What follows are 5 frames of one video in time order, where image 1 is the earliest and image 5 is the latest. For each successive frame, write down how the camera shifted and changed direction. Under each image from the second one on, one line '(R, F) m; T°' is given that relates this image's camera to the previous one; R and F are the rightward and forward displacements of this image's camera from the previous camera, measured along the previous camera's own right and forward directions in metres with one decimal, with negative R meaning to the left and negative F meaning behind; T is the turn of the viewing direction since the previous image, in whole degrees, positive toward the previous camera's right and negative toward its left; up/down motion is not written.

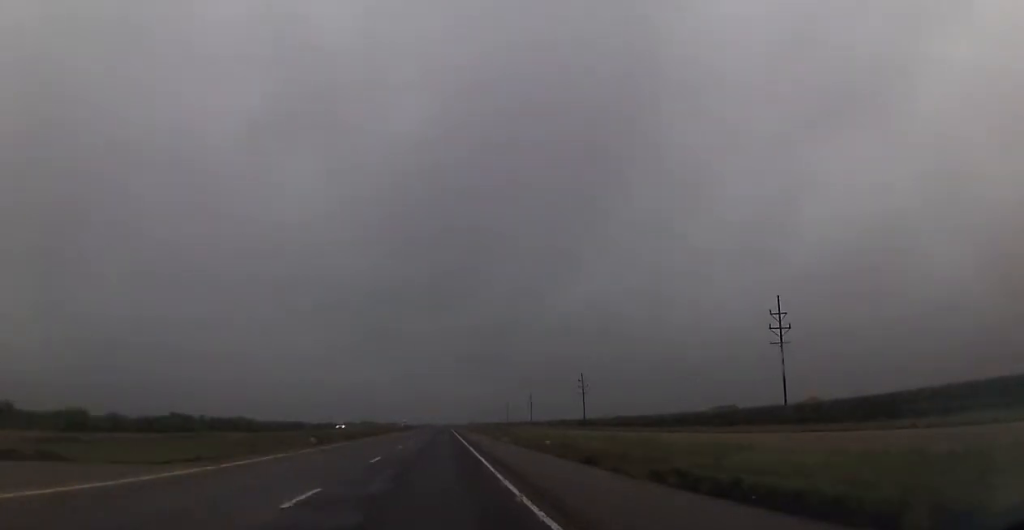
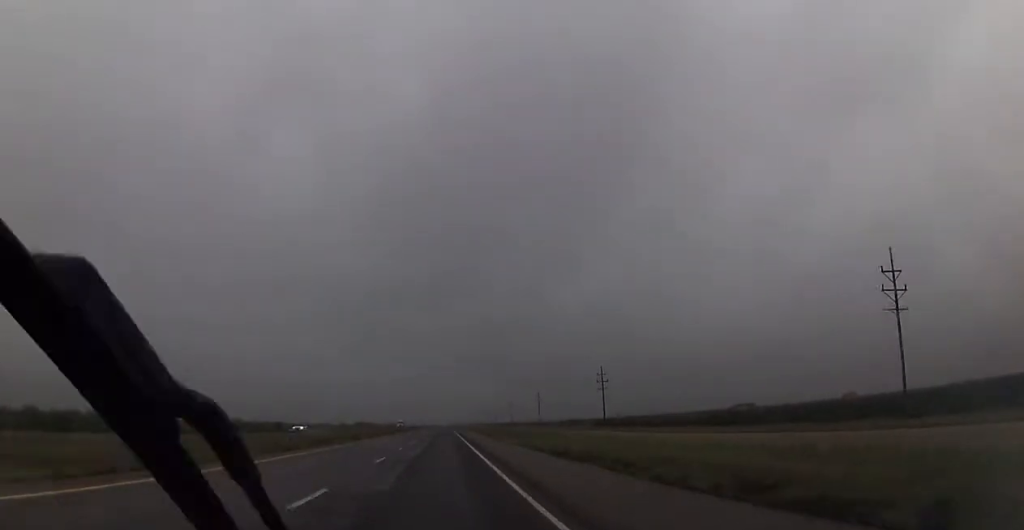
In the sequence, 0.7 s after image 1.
(-0.4, +24.2) m; 0°
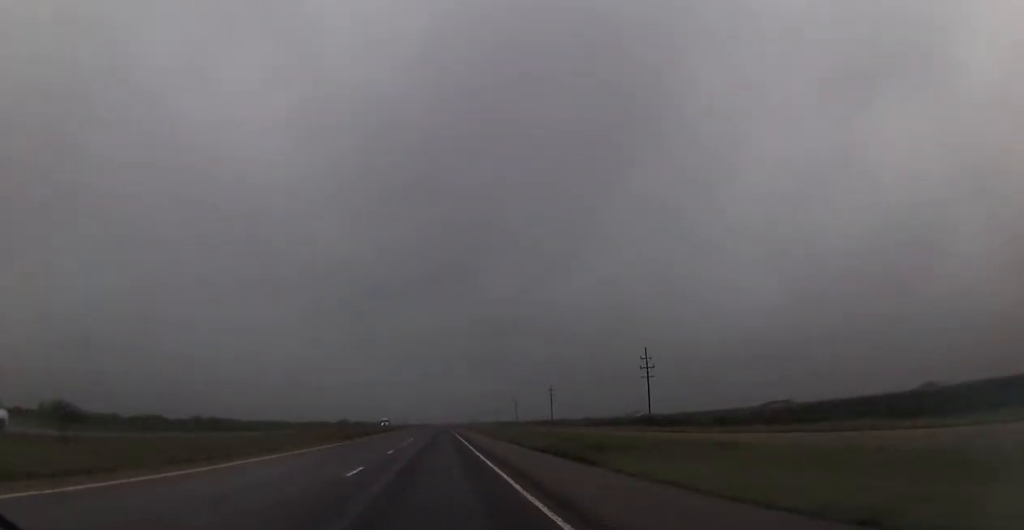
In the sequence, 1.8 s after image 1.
(+0.6, +42.4) m; +1°
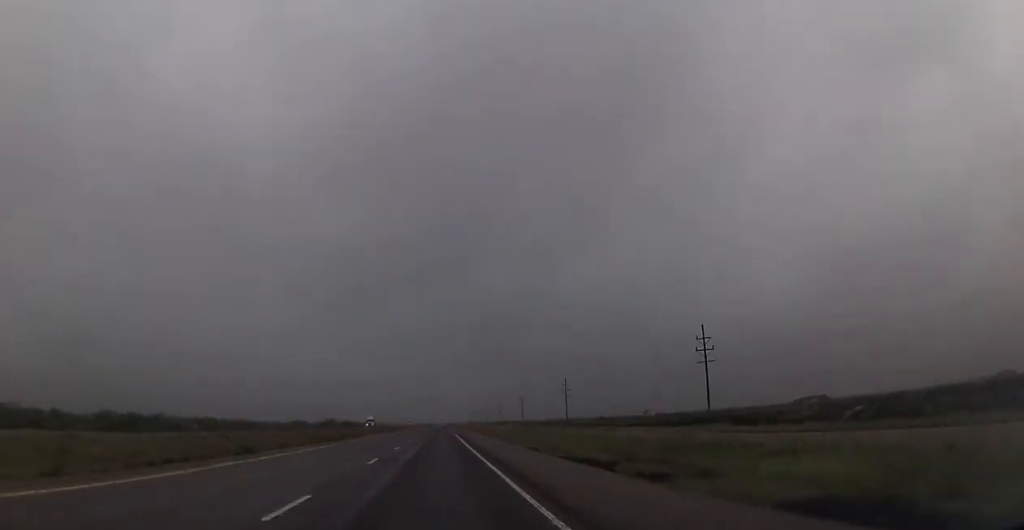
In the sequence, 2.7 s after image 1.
(+0.2, +31.6) m; -1°
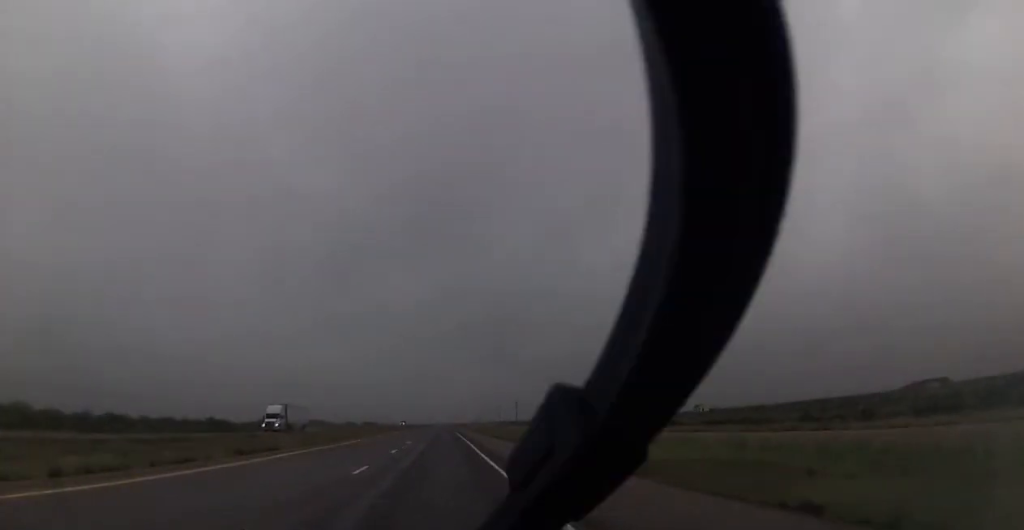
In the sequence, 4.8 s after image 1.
(-0.4, +76.3) m; +1°
